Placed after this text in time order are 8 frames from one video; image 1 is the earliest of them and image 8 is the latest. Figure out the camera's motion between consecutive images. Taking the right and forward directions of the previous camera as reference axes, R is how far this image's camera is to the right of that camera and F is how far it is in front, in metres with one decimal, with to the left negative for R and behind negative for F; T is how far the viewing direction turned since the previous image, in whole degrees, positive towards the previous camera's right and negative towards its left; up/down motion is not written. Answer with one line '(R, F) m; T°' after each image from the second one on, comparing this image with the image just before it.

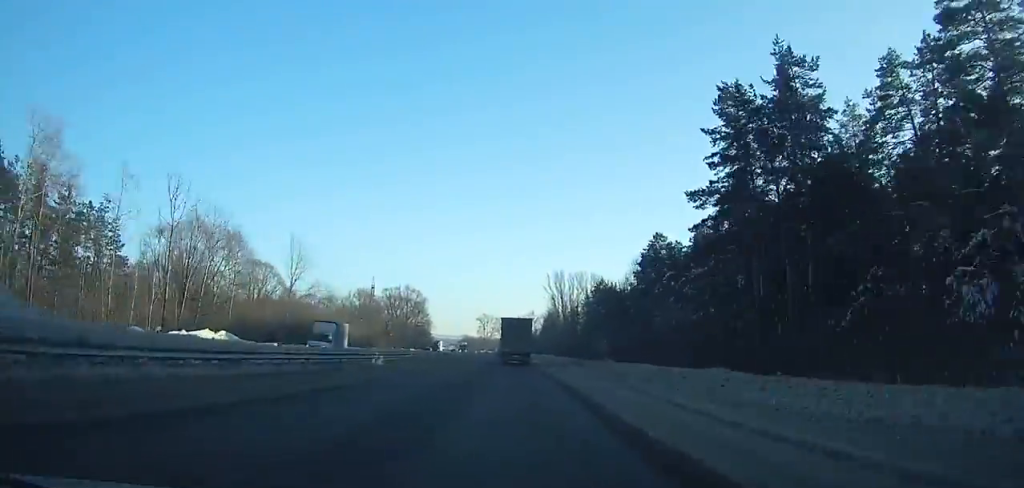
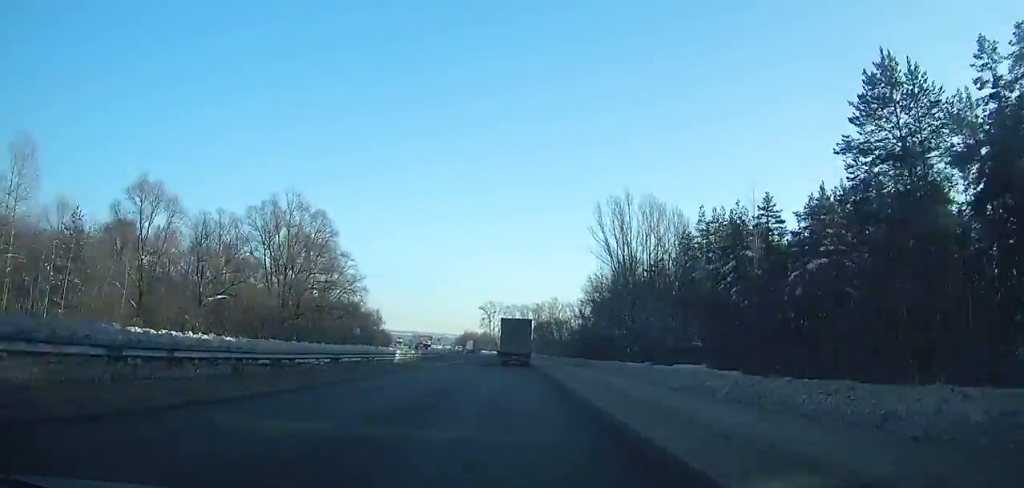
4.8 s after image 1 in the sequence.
(-1.8, +104.8) m; -2°
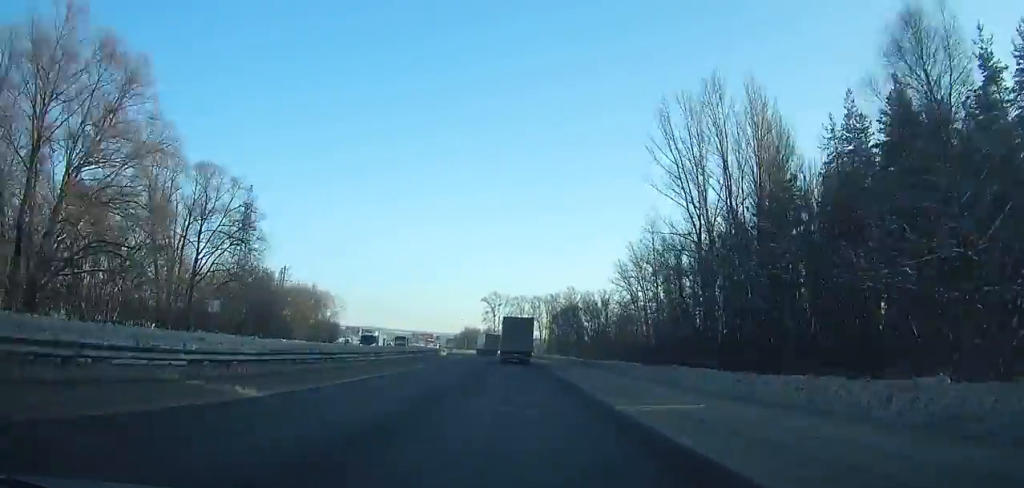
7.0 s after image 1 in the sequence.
(+0.3, +47.9) m; -1°
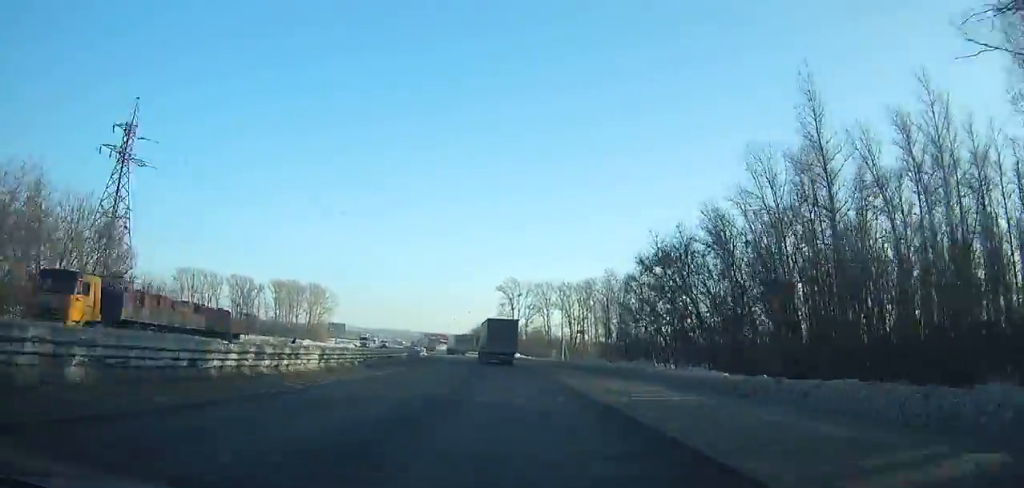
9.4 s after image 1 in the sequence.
(-1.5, +51.5) m; -4°
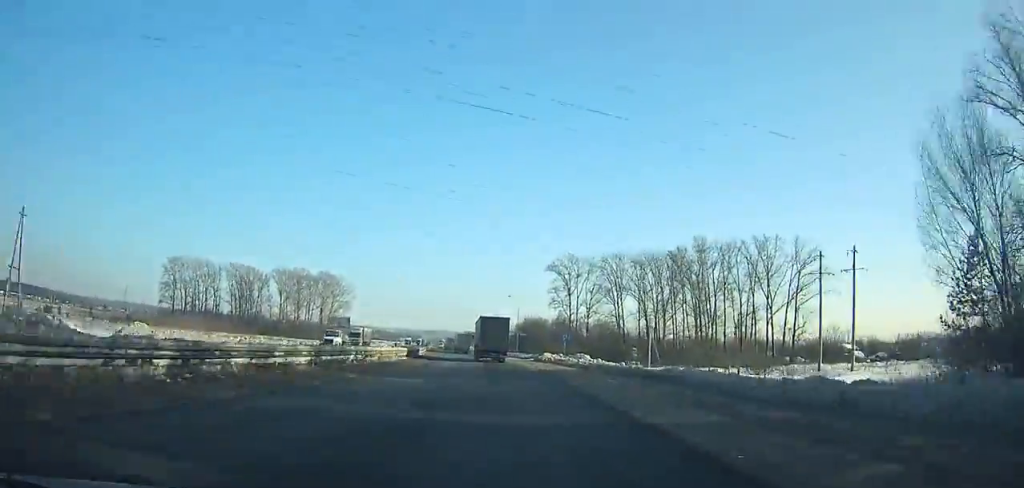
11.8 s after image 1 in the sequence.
(-2.1, +50.3) m; -4°
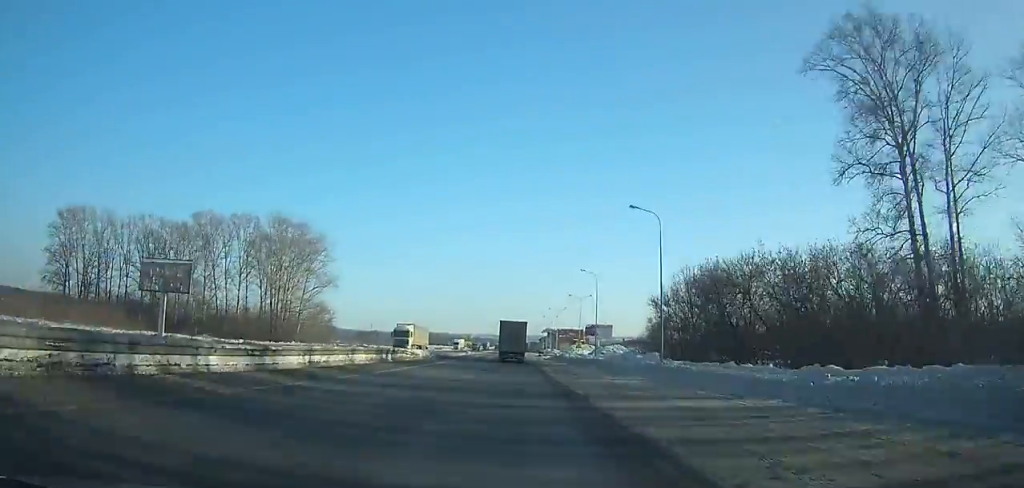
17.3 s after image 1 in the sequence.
(-7.2, +106.6) m; -6°
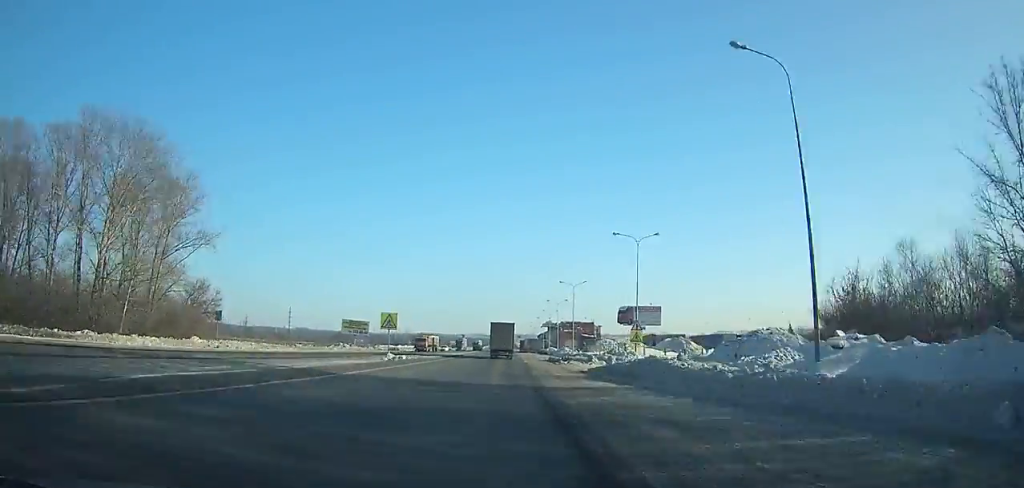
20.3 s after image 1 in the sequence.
(-0.2, +47.7) m; 0°
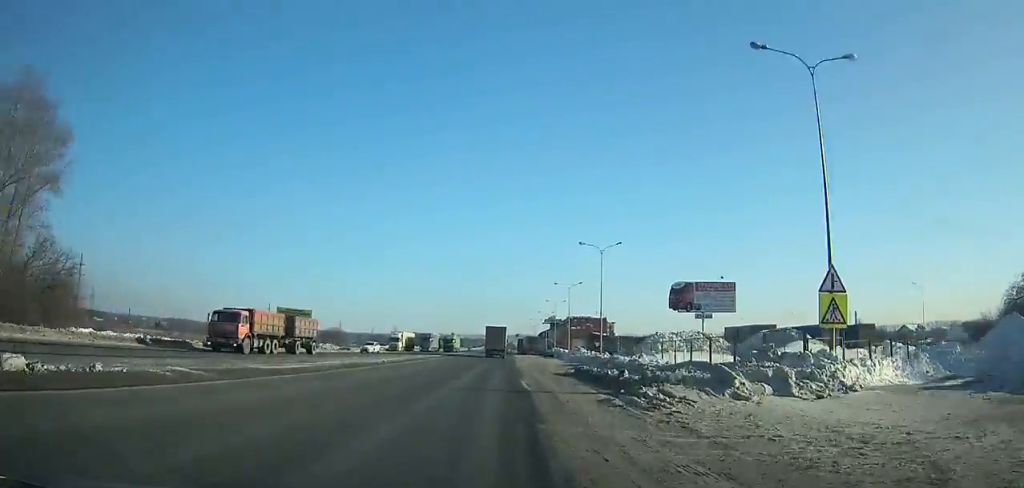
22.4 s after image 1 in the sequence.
(+0.1, +27.3) m; +1°
